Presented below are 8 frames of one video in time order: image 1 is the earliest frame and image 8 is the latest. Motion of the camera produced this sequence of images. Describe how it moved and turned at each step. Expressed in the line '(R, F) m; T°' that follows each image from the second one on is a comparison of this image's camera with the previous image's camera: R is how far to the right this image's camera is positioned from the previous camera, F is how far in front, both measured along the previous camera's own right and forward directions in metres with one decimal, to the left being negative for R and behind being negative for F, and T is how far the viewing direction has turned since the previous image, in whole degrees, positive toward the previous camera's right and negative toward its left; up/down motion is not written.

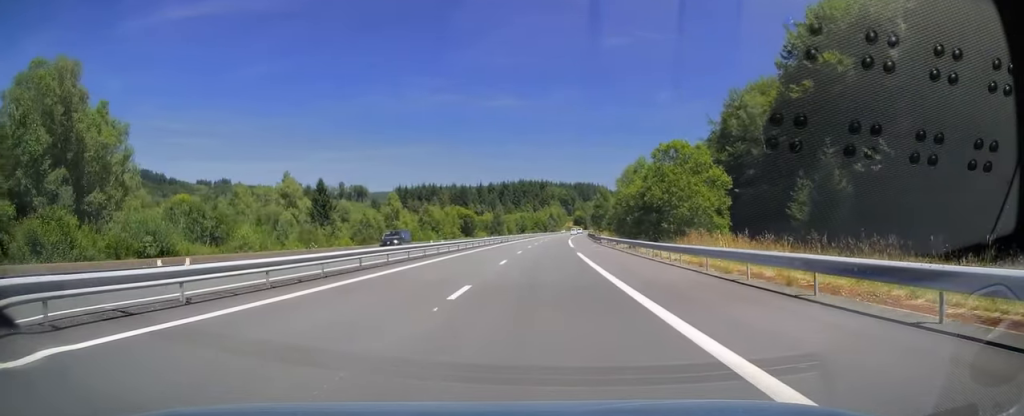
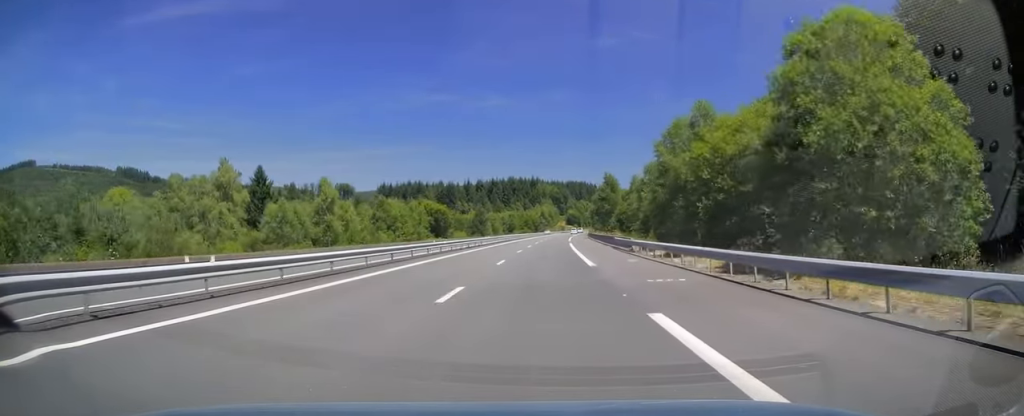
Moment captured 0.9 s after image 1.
(+0.3, +26.8) m; +1°
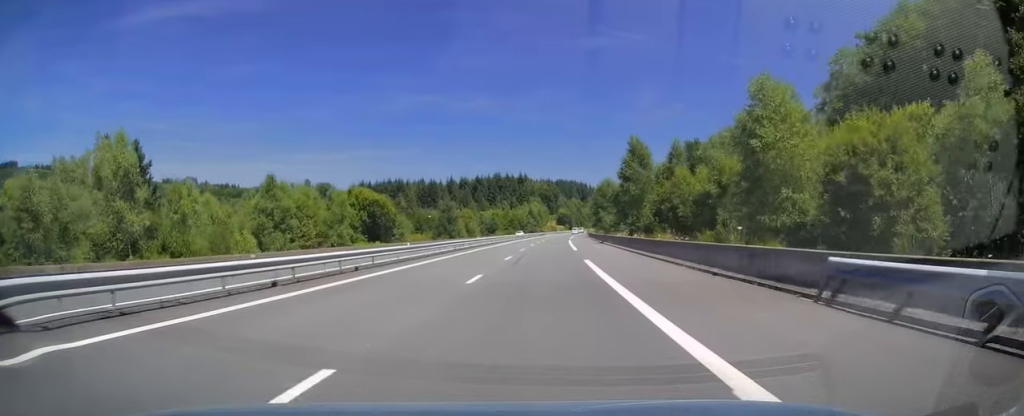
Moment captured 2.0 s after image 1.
(+0.3, +35.0) m; +1°
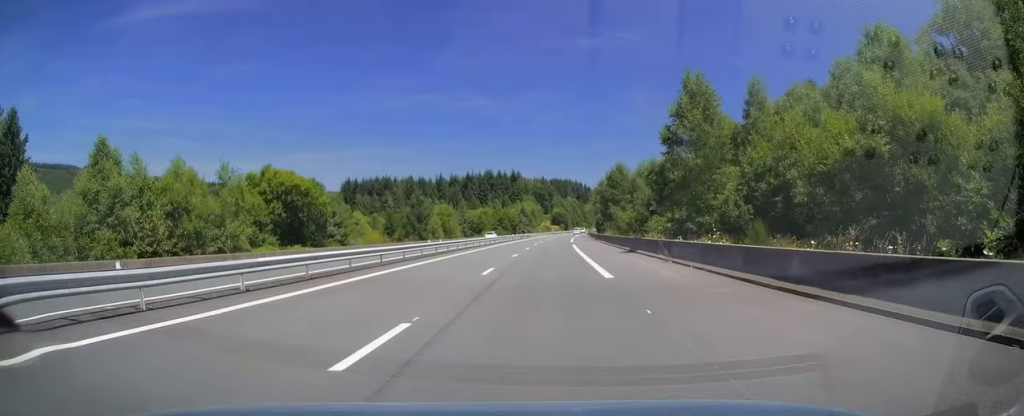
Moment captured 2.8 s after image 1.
(+0.2, +23.2) m; +1°
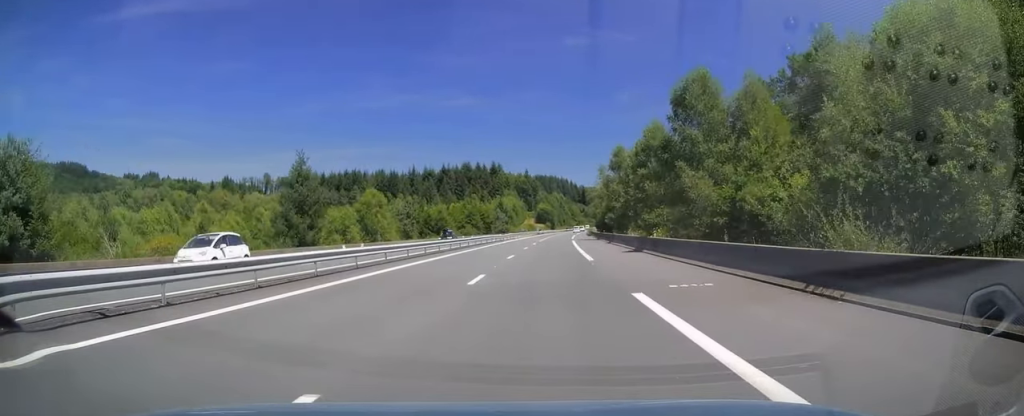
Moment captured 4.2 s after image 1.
(+0.2, +43.4) m; +1°
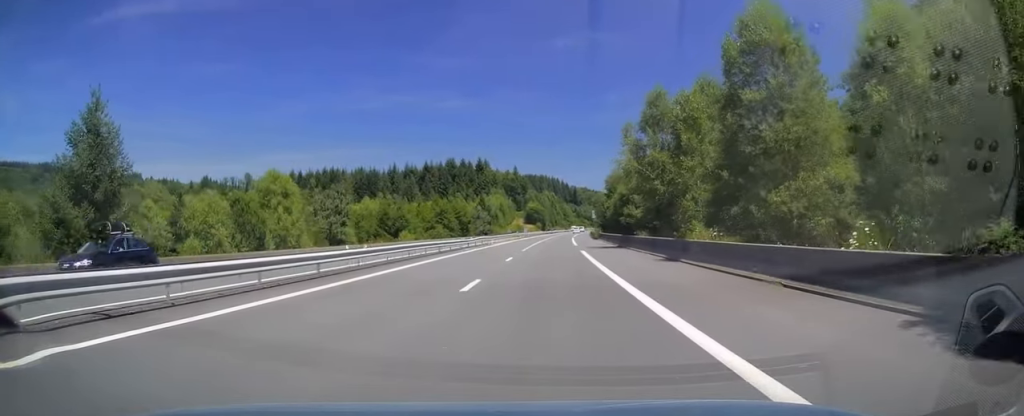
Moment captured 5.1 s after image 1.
(+0.2, +27.9) m; +1°
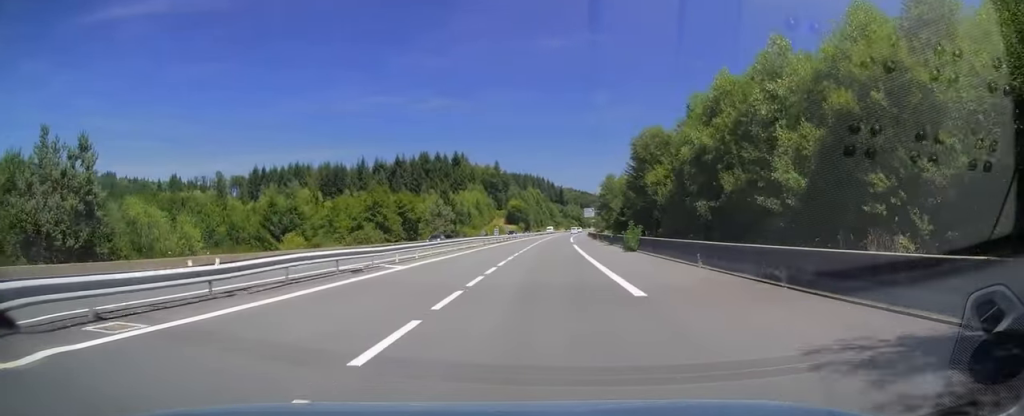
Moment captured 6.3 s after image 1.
(+0.7, +38.2) m; +2°
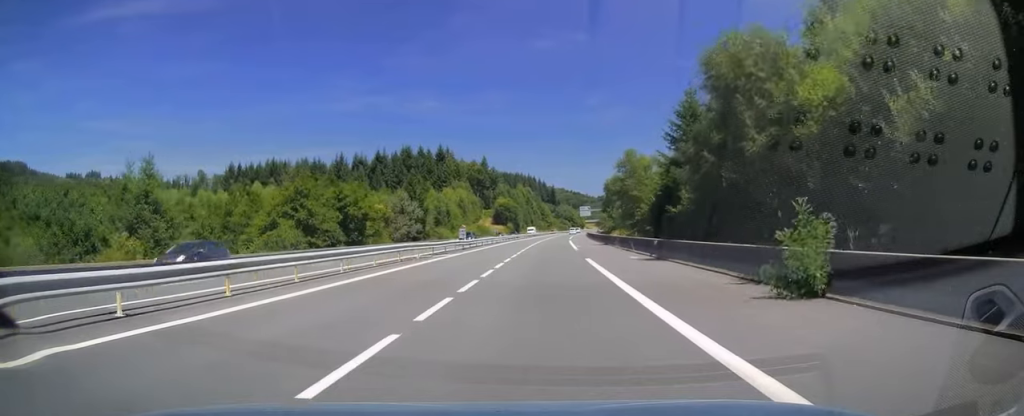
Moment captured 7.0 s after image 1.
(+0.2, +23.2) m; +1°
